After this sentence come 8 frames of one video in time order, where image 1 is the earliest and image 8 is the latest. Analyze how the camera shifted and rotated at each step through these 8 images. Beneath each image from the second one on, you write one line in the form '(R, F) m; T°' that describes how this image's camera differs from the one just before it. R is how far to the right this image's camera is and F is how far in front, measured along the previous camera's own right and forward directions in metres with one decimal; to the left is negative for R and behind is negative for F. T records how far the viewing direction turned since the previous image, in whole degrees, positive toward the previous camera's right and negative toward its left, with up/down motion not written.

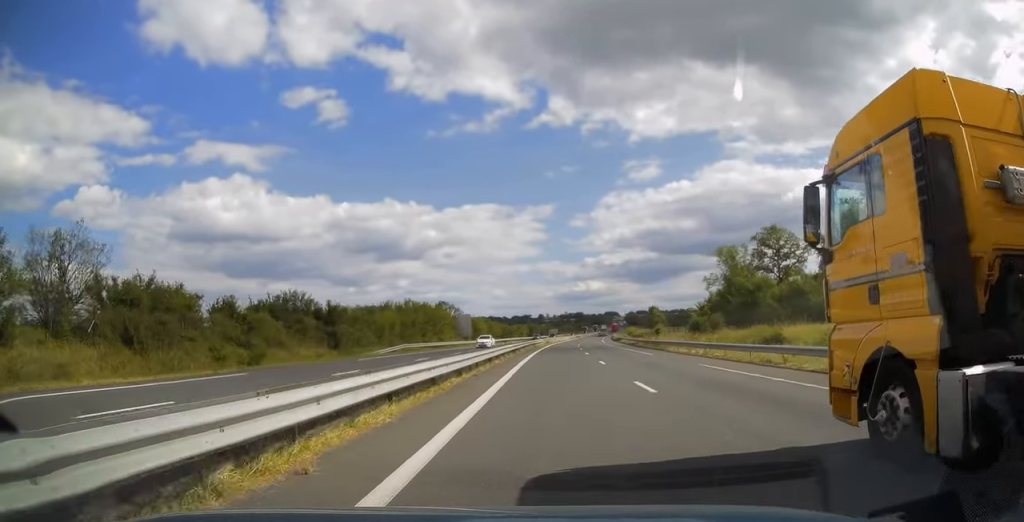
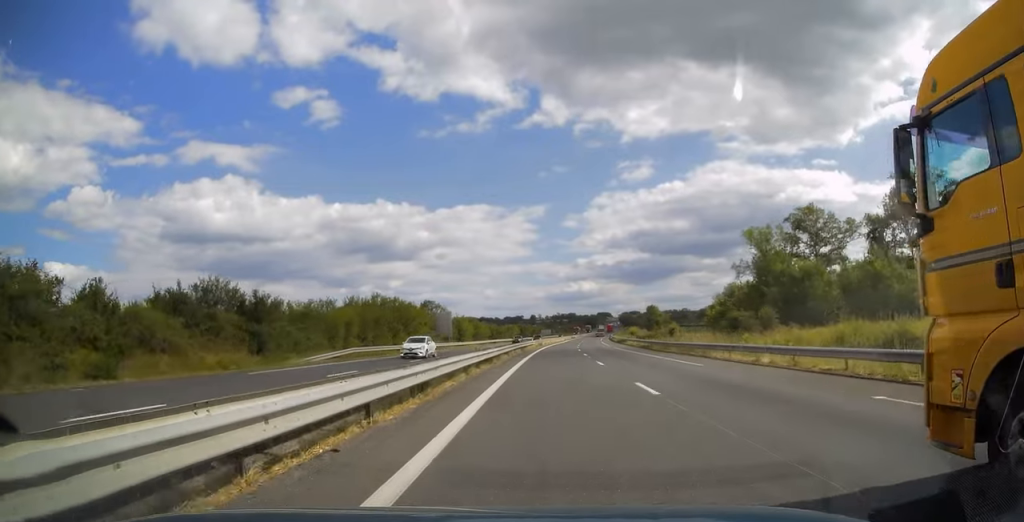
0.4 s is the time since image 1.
(+0.1, +13.3) m; +1°
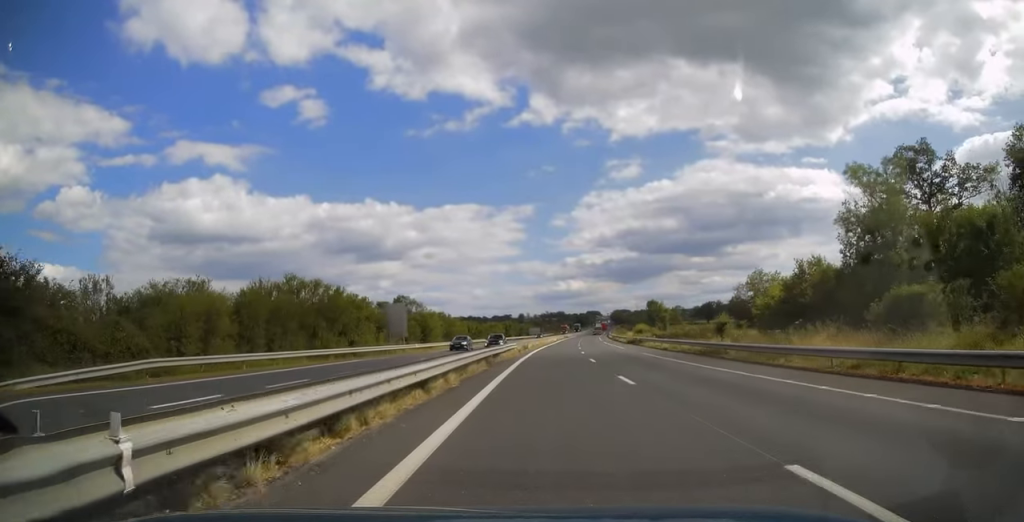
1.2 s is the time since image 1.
(+0.2, +23.2) m; +1°
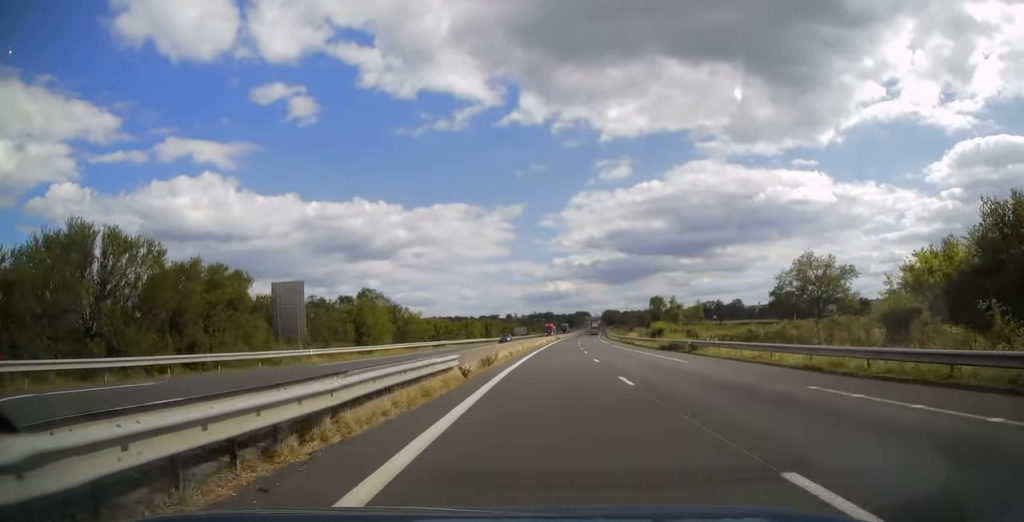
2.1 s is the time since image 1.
(+0.3, +26.2) m; +1°
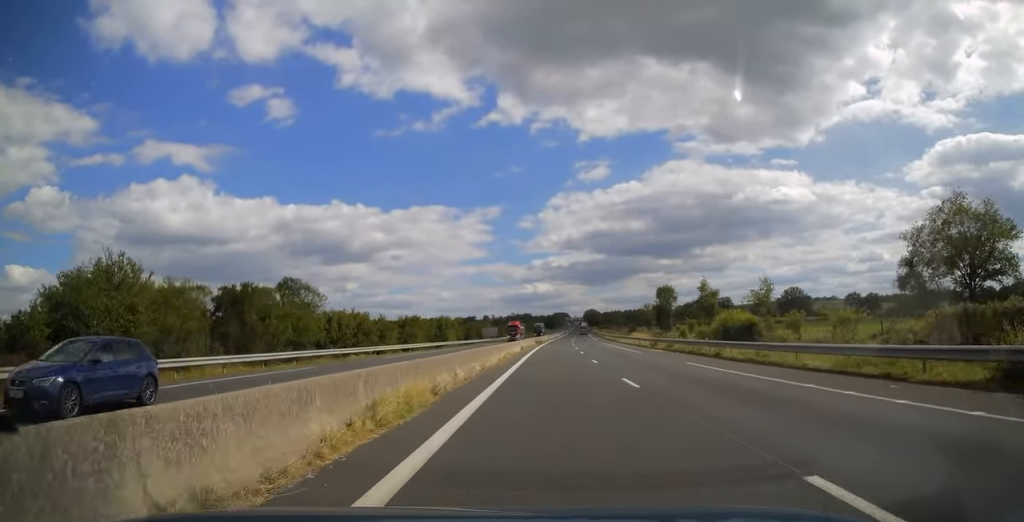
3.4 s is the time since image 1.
(+0.7, +39.0) m; +2°
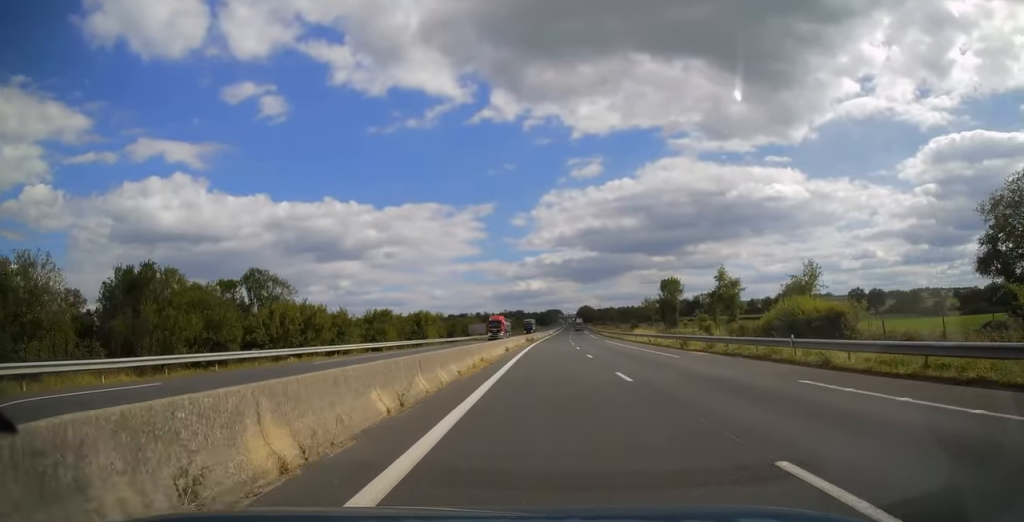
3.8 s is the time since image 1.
(0.0, +12.4) m; +1°
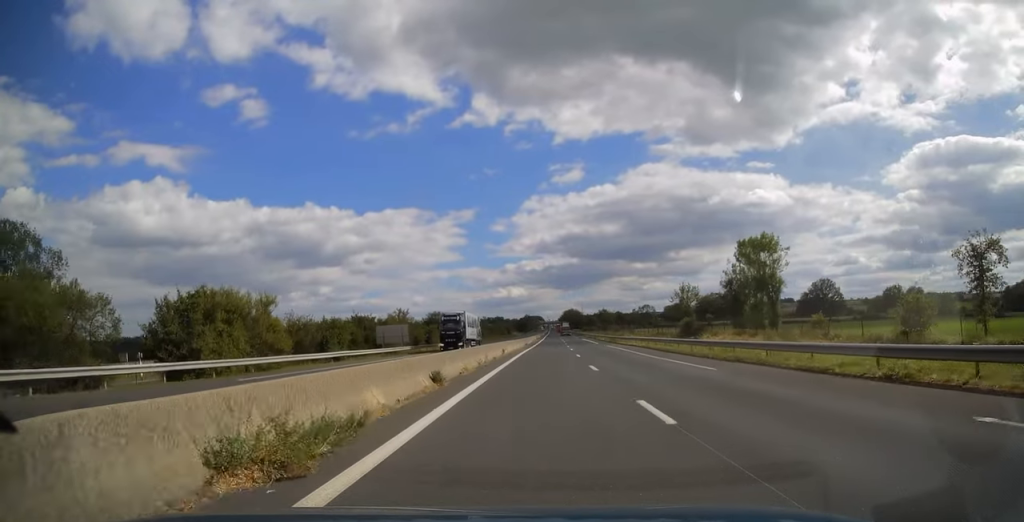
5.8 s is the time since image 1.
(+1.1, +58.7) m; +2°
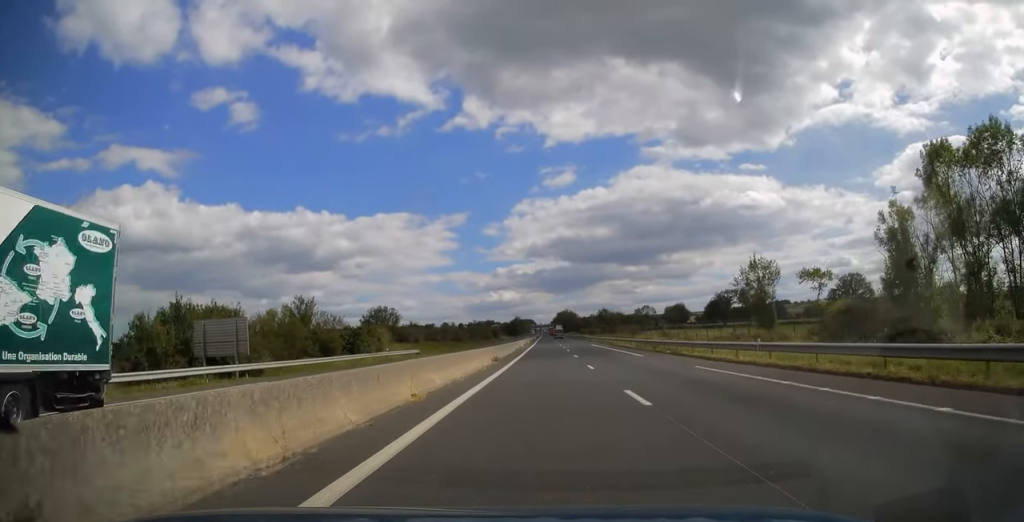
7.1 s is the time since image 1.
(+0.3, +36.5) m; +1°
